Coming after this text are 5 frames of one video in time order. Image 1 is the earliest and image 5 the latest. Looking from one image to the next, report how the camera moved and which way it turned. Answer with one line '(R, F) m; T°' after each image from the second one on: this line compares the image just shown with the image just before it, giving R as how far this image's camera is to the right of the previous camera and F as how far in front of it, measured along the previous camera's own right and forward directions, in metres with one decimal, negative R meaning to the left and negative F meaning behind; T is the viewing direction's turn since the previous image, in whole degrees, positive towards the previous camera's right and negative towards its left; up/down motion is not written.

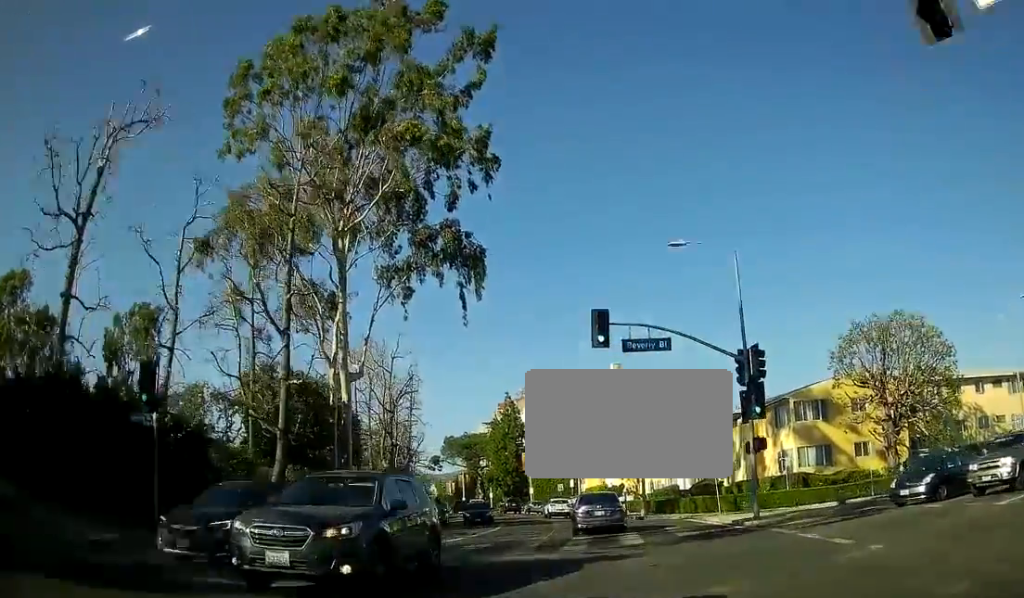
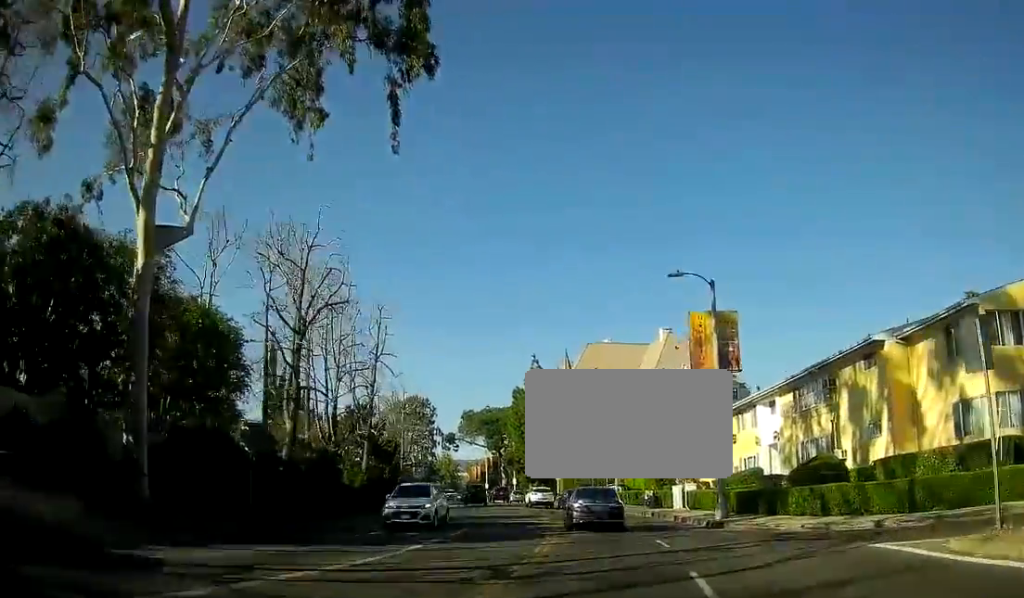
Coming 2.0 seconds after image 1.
(-1.1, +22.5) m; -3°
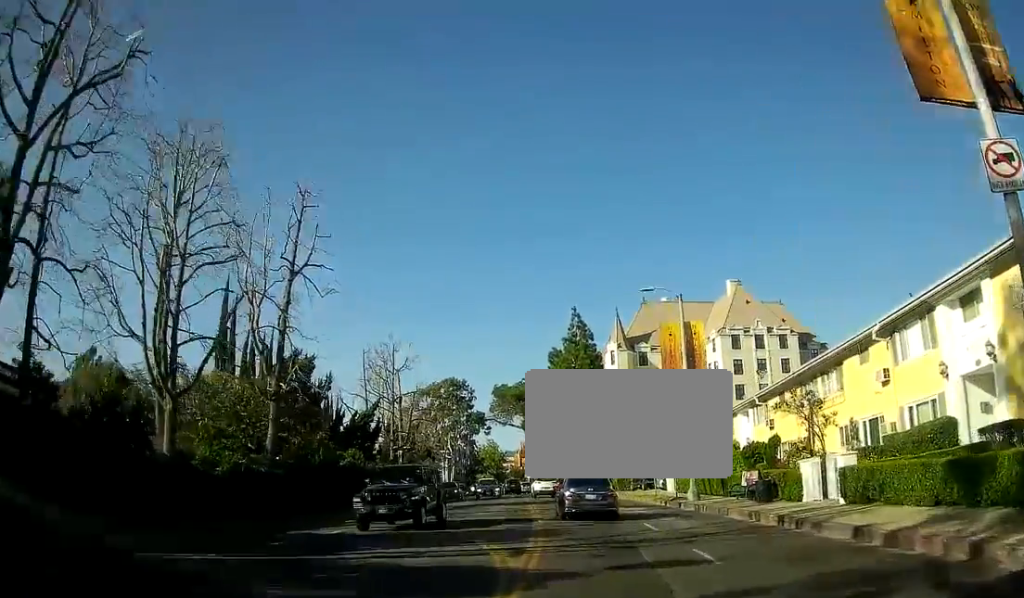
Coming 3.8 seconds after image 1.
(0.0, +19.7) m; 0°
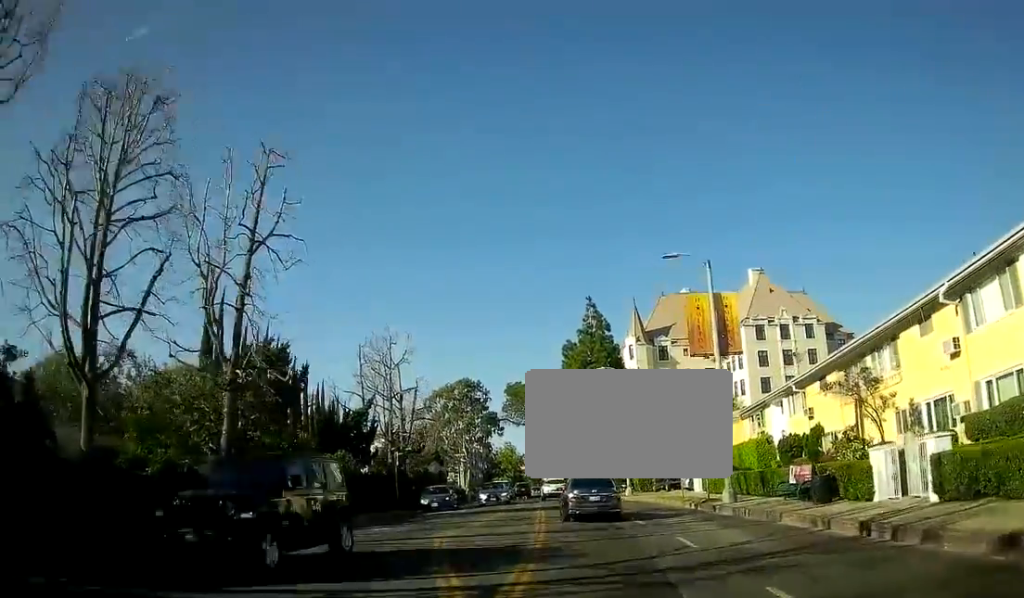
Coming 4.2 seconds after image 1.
(0.0, +4.6) m; 0°
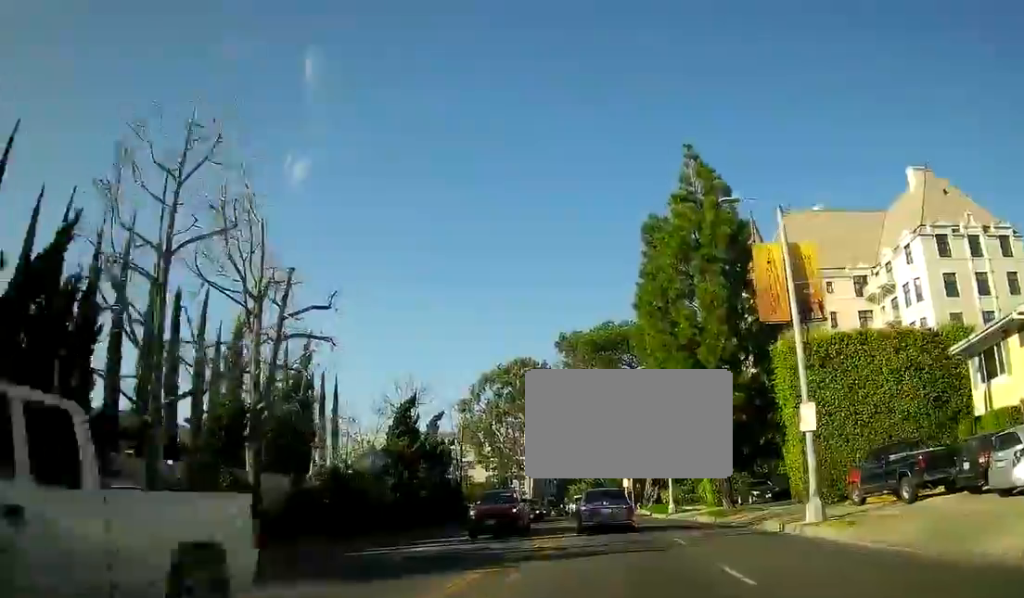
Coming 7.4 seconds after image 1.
(0.0, +32.5) m; 0°
